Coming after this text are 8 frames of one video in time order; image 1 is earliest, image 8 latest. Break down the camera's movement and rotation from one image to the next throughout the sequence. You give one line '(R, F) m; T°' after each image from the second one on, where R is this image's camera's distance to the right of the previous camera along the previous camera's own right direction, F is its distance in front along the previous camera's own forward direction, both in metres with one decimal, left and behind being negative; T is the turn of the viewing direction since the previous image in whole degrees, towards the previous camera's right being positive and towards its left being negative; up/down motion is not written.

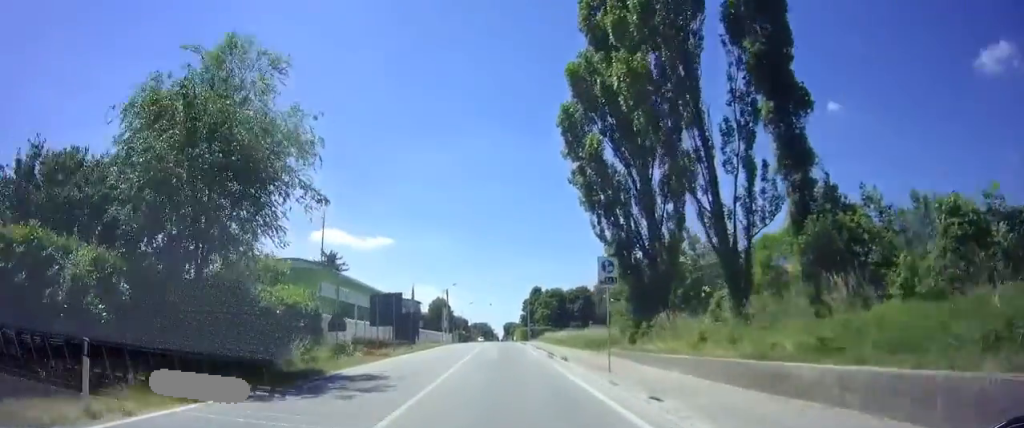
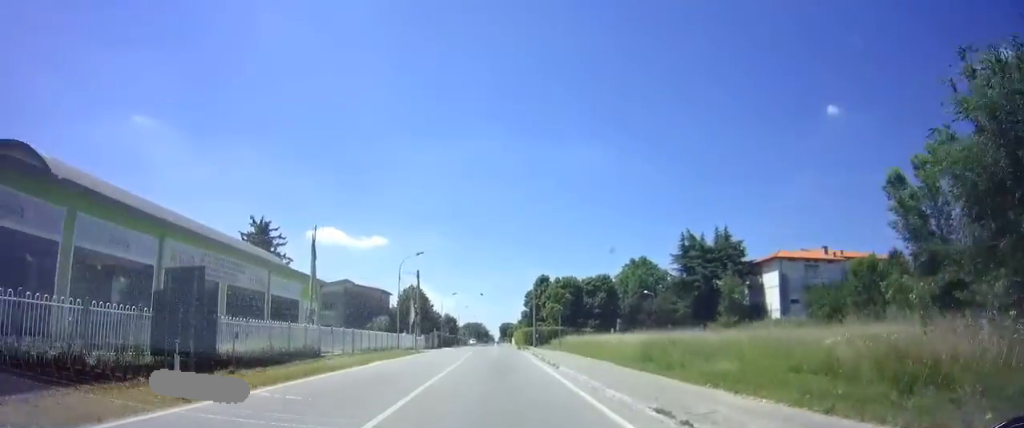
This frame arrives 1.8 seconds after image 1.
(0.0, +28.7) m; 0°
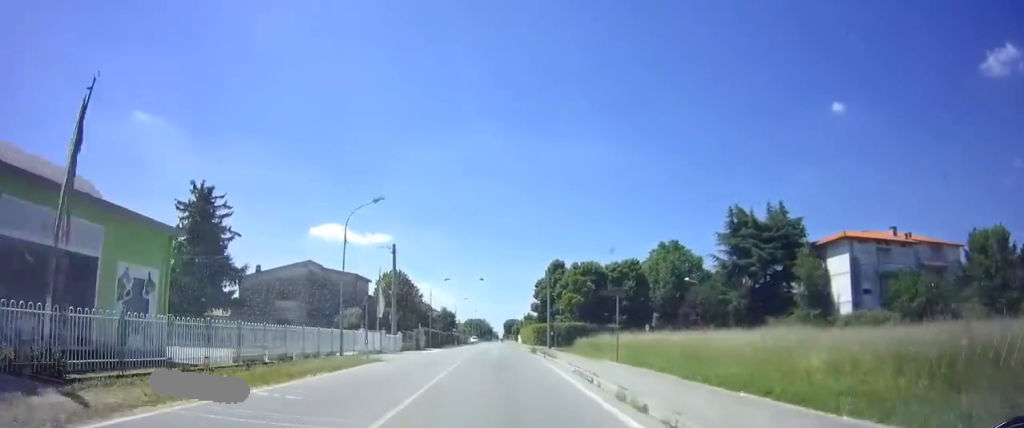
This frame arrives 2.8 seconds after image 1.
(0.0, +16.1) m; 0°
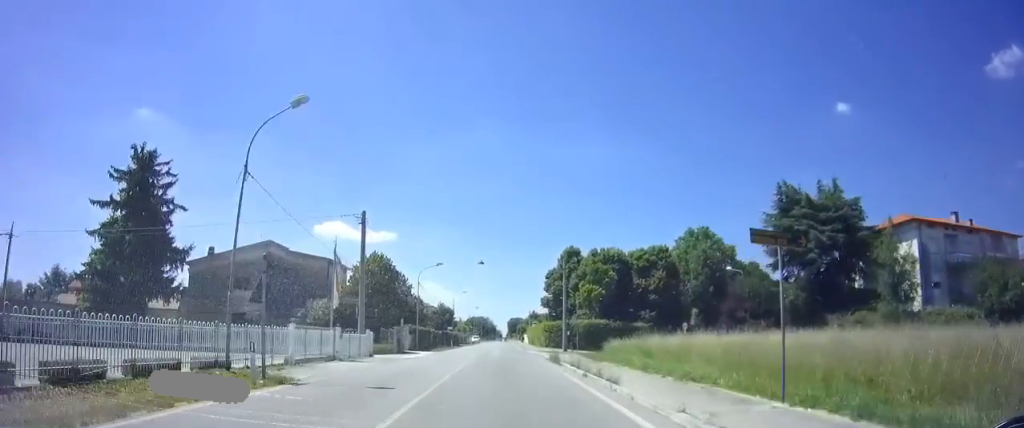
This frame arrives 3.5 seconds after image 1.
(0.0, +11.8) m; 0°
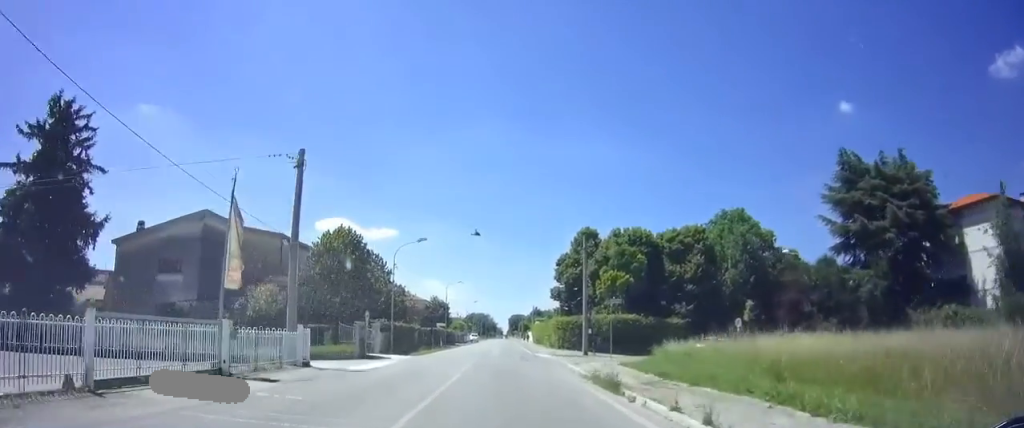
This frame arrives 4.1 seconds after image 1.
(0.0, +10.7) m; 0°
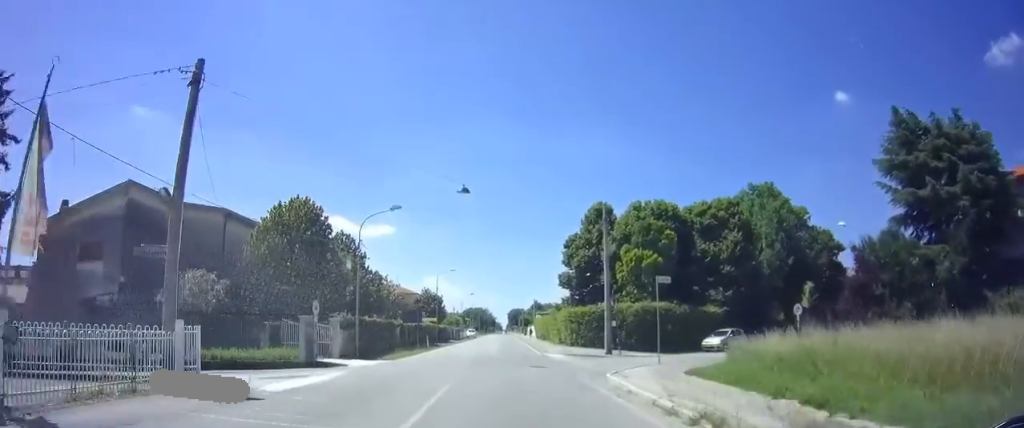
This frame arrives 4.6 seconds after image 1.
(0.0, +8.5) m; 0°
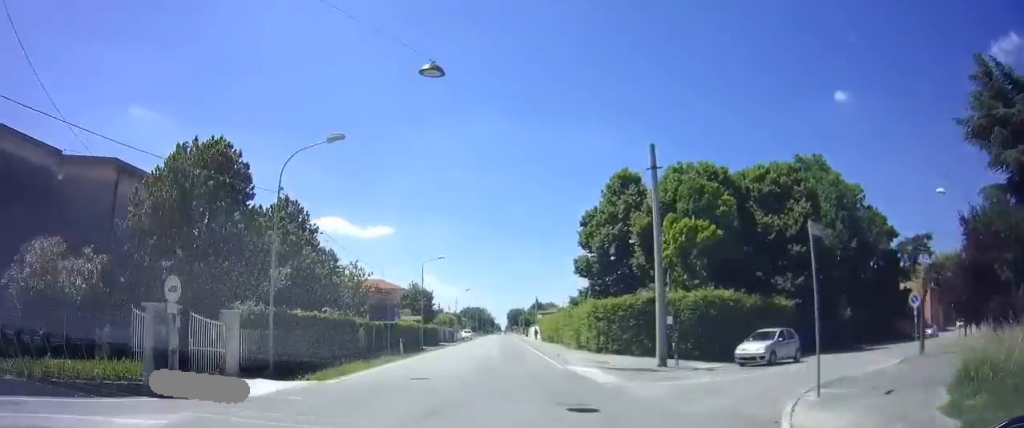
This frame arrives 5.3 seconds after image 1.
(0.0, +11.4) m; 0°
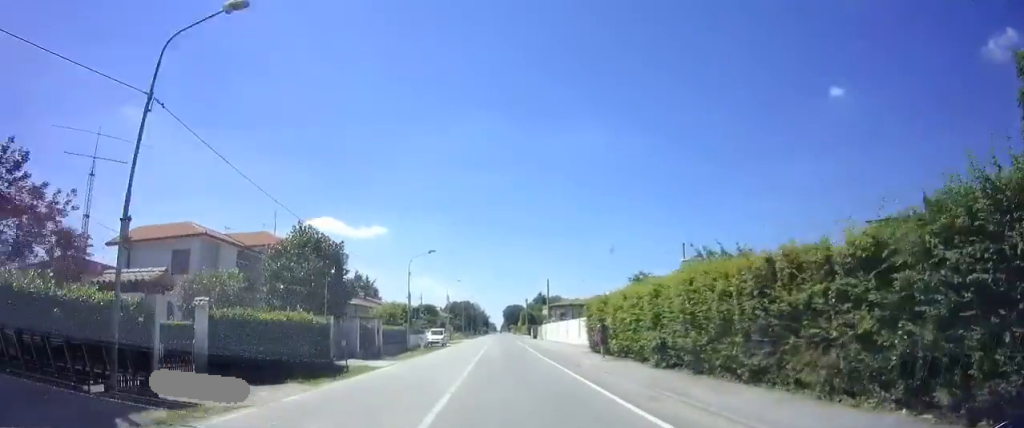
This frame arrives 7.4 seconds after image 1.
(+0.8, +37.1) m; +1°
